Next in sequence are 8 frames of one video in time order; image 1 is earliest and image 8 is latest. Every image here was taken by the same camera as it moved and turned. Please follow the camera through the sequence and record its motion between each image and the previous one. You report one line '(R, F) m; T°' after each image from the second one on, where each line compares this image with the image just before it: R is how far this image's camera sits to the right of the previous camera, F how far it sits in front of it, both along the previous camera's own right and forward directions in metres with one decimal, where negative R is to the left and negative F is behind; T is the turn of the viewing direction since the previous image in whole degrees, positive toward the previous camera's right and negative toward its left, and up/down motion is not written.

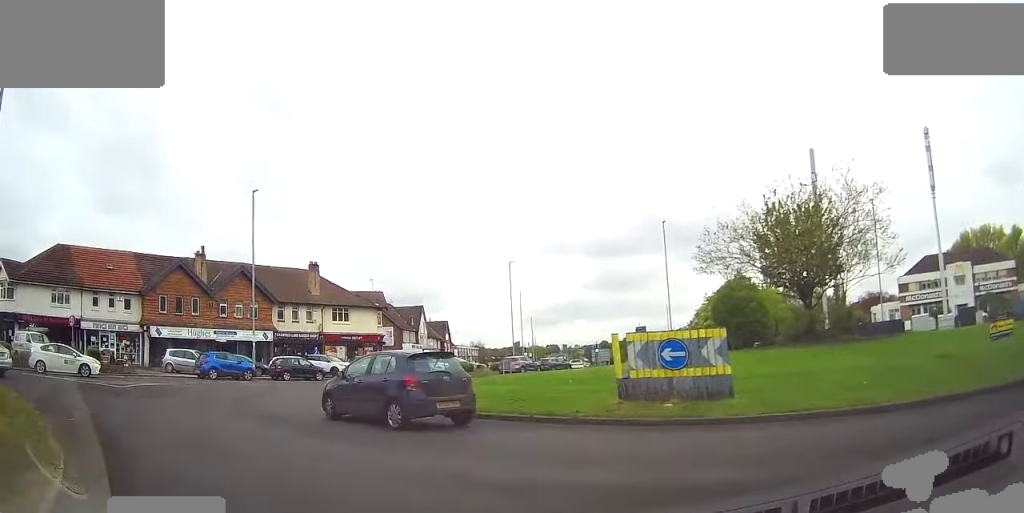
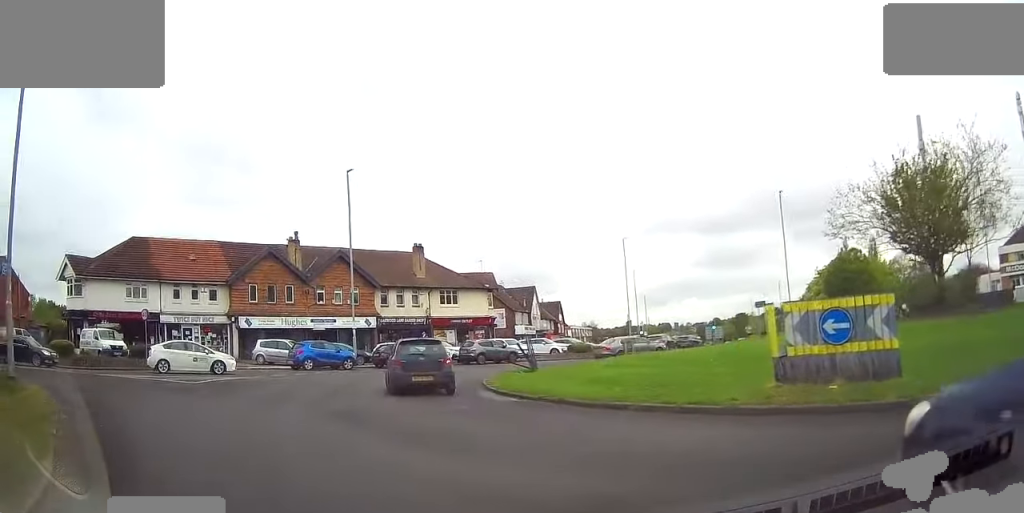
(-0.1, +0.9) m; -4°
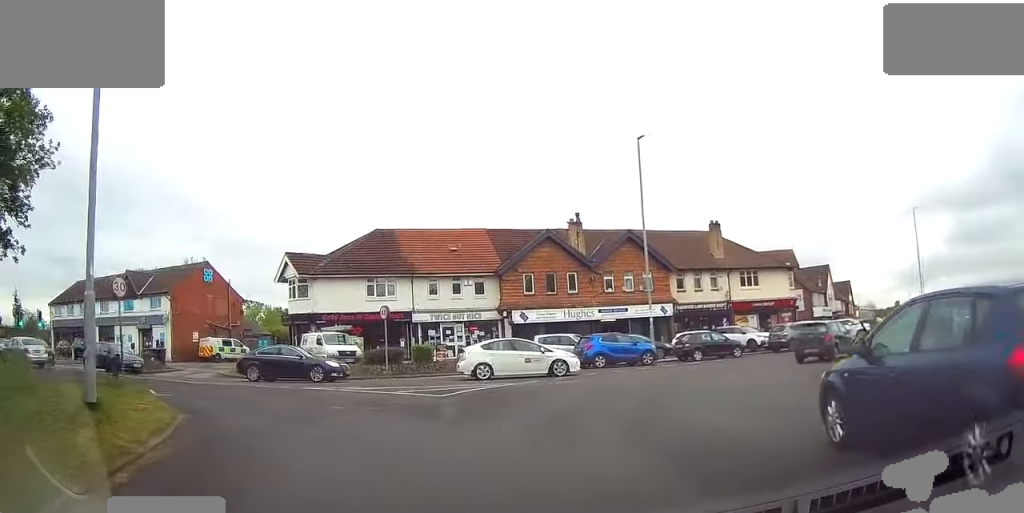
(-0.4, +3.6) m; -21°
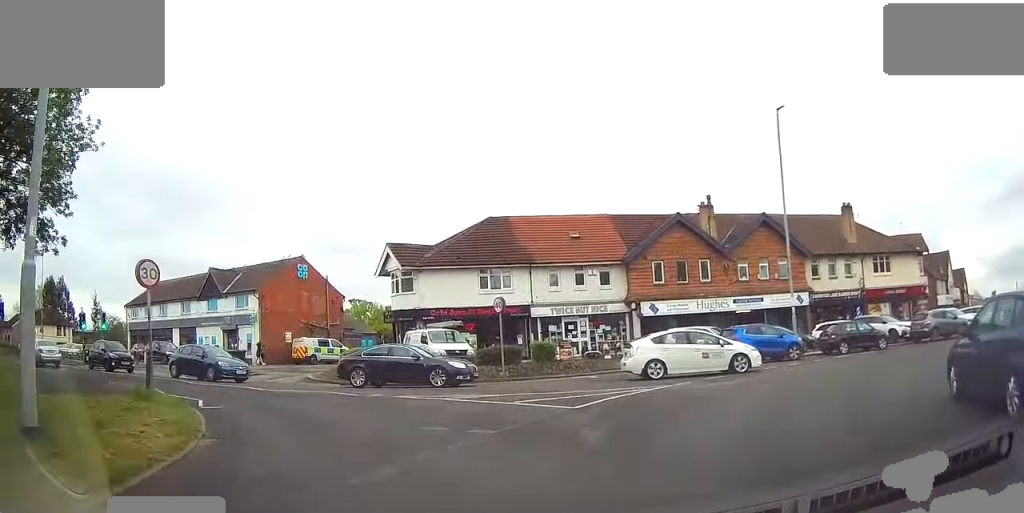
(-0.6, +3.2) m; -13°
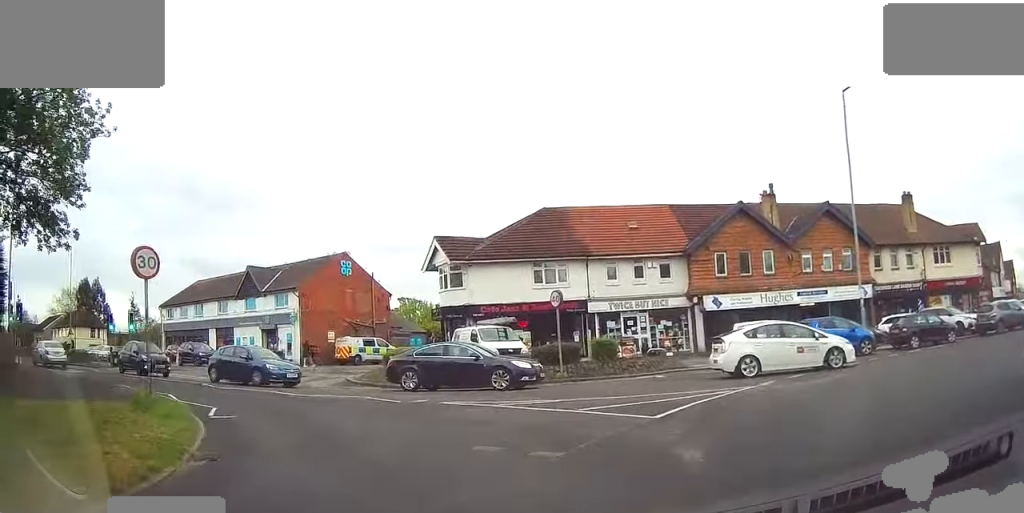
(-0.1, +1.9) m; -7°
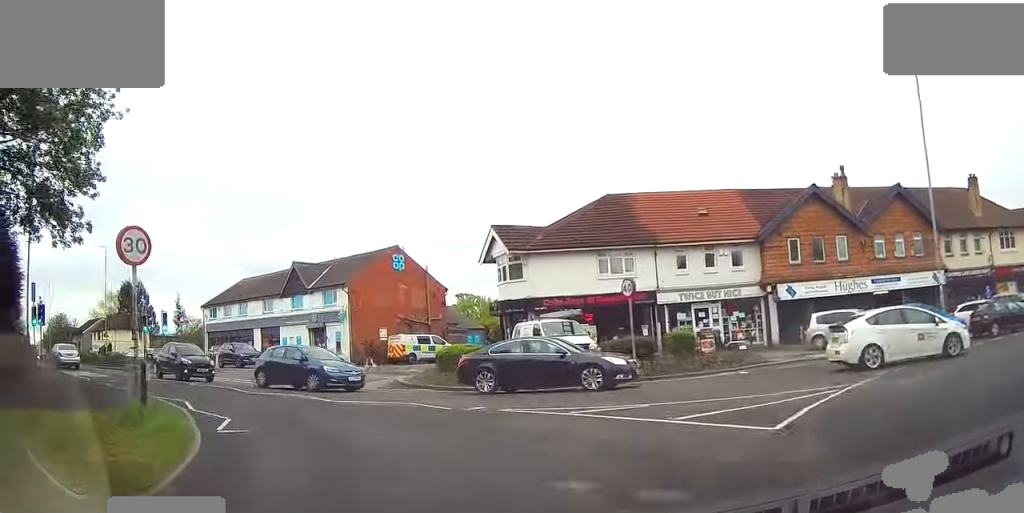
(-0.1, +2.2) m; -7°
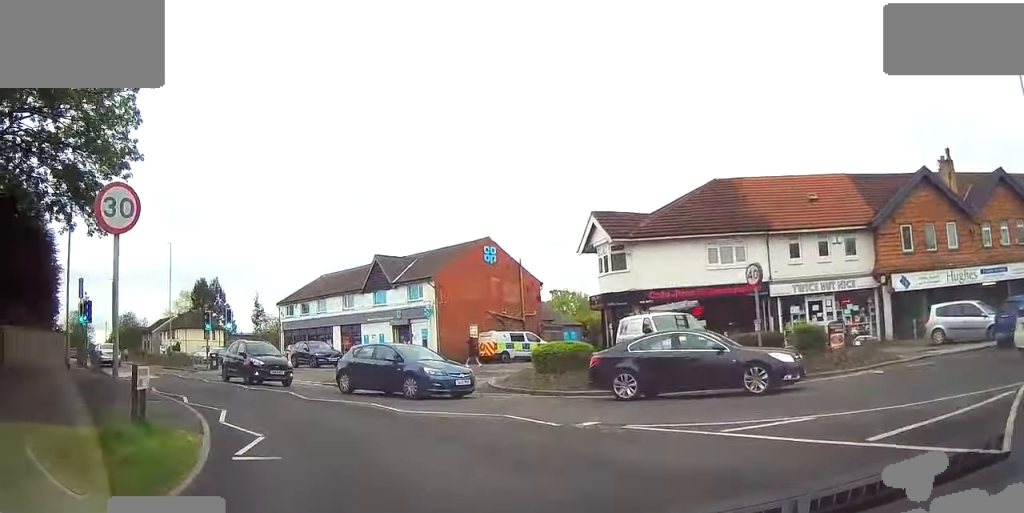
(0.0, +2.7) m; -8°
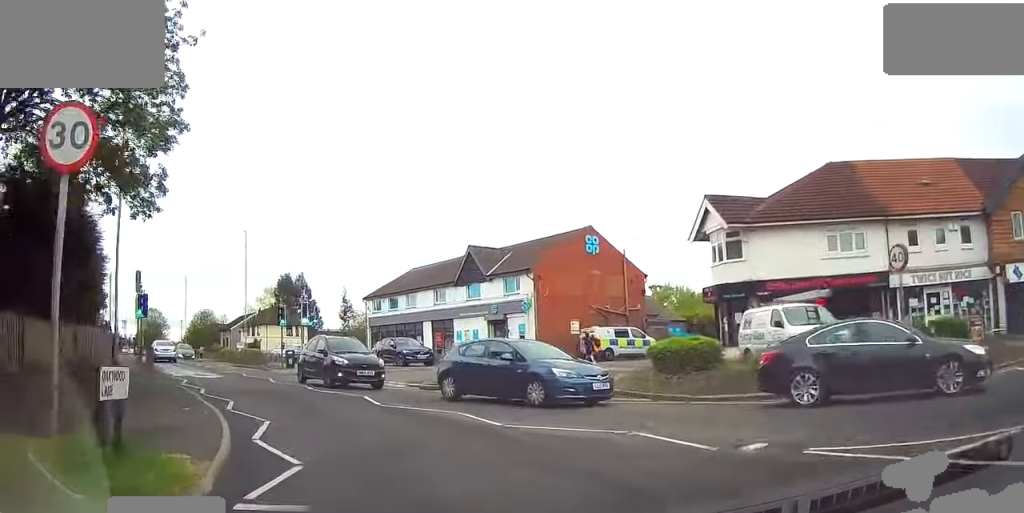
(-0.4, +2.5) m; -6°
